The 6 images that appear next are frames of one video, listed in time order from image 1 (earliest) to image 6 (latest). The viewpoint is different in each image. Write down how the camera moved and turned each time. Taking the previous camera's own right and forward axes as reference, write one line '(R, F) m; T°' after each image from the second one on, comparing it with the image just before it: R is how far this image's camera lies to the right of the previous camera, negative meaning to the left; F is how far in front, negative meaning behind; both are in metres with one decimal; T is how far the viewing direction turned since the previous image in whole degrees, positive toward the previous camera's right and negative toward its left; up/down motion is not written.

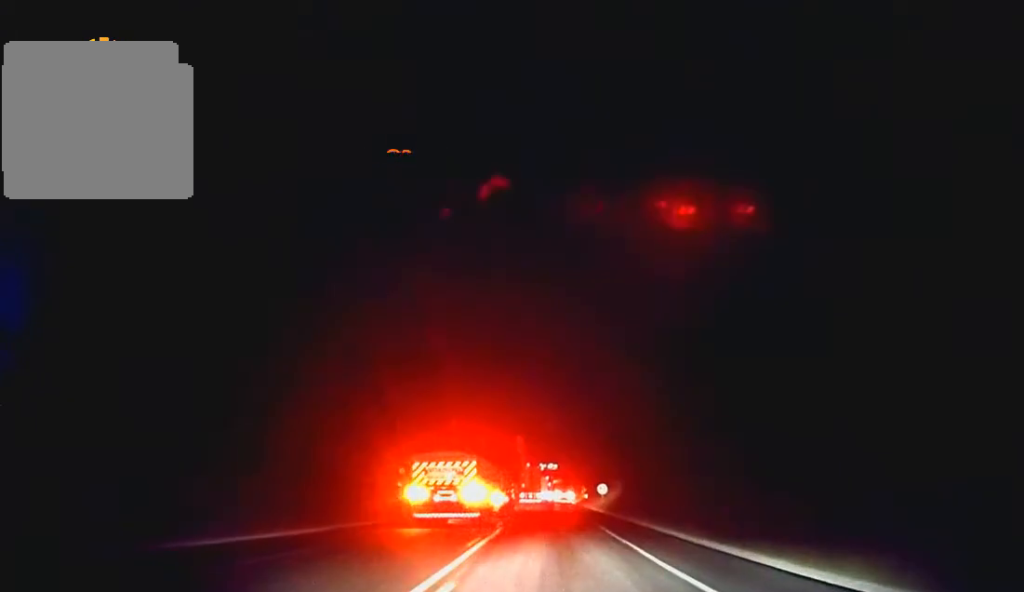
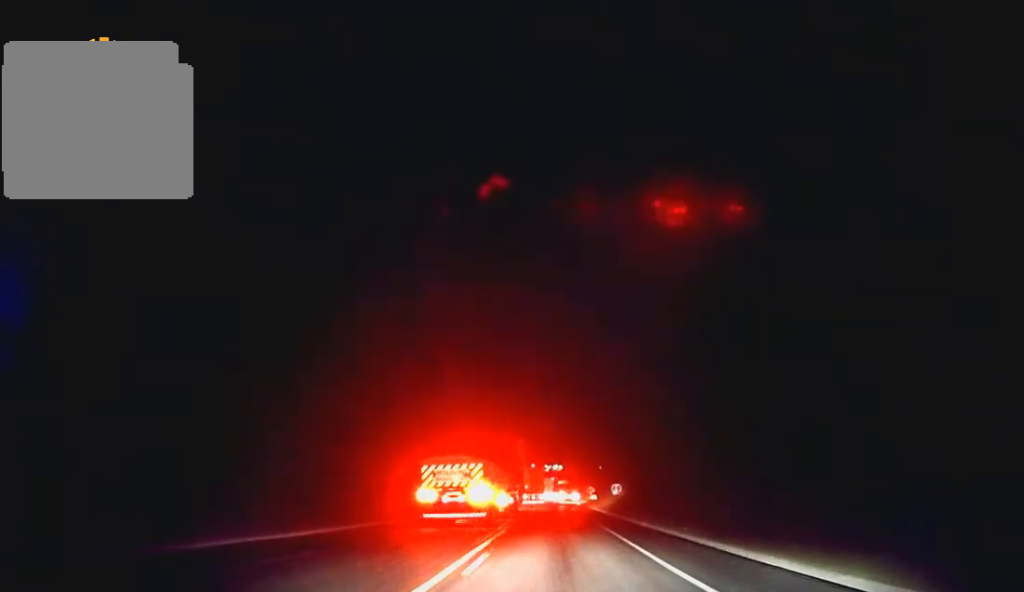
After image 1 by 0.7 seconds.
(0.0, +11.7) m; 0°
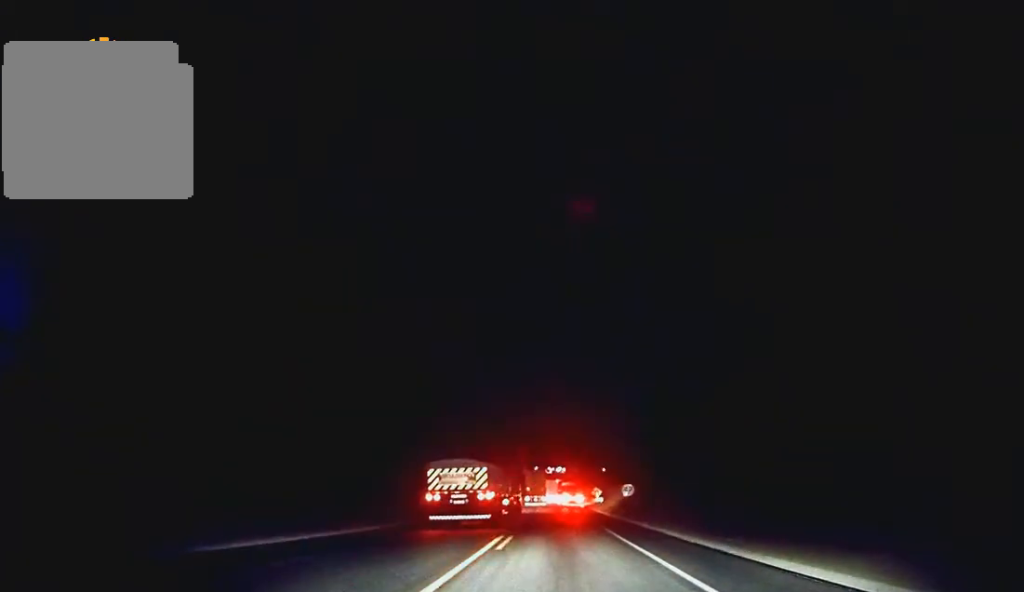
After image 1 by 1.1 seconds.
(0.0, +7.6) m; 0°
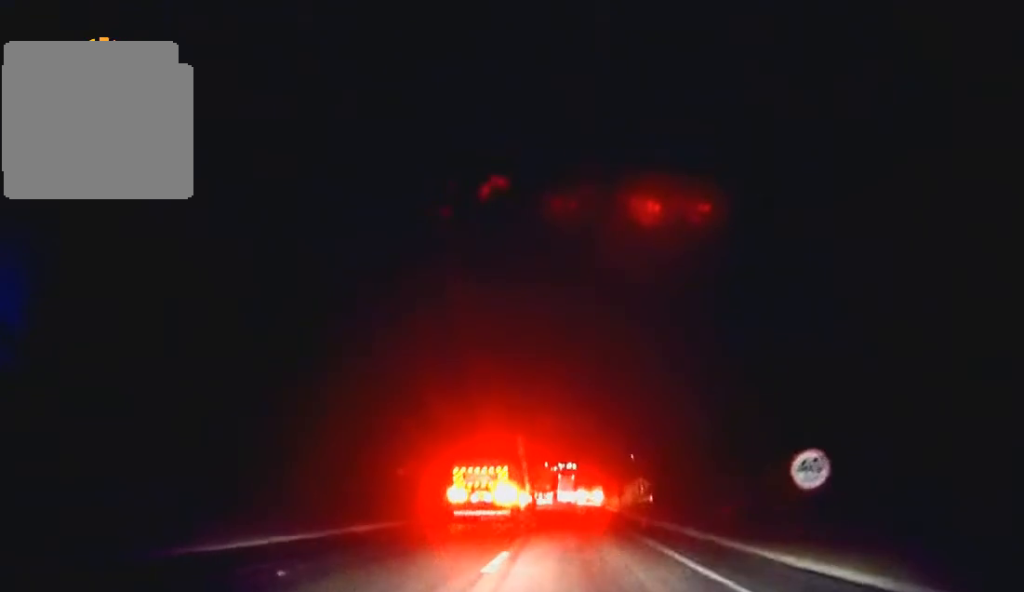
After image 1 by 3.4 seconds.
(-0.2, +40.3) m; 0°
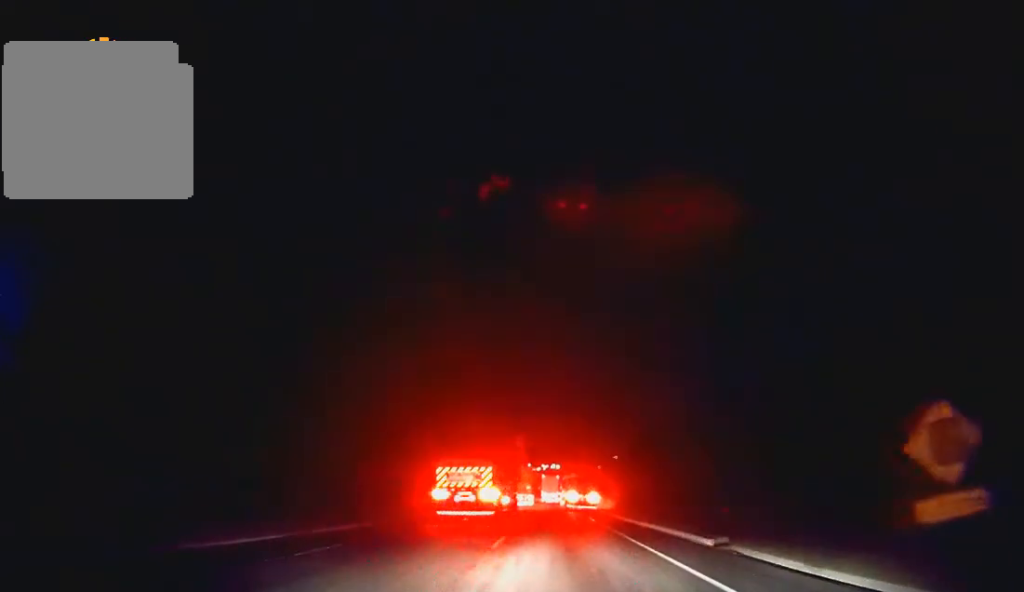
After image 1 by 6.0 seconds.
(+0.1, +46.2) m; +1°
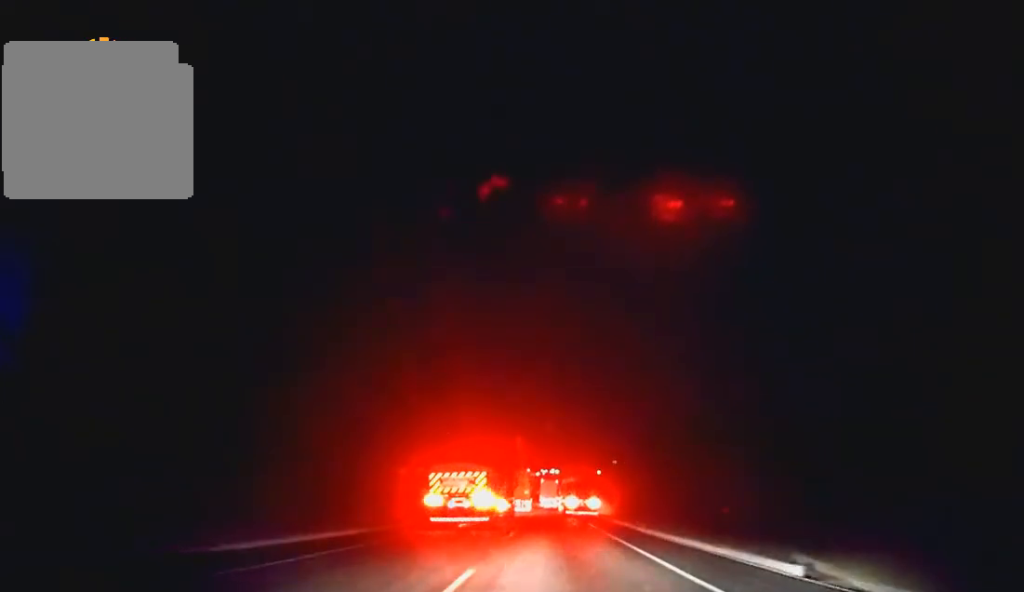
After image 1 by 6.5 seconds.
(0.0, +8.6) m; 0°
